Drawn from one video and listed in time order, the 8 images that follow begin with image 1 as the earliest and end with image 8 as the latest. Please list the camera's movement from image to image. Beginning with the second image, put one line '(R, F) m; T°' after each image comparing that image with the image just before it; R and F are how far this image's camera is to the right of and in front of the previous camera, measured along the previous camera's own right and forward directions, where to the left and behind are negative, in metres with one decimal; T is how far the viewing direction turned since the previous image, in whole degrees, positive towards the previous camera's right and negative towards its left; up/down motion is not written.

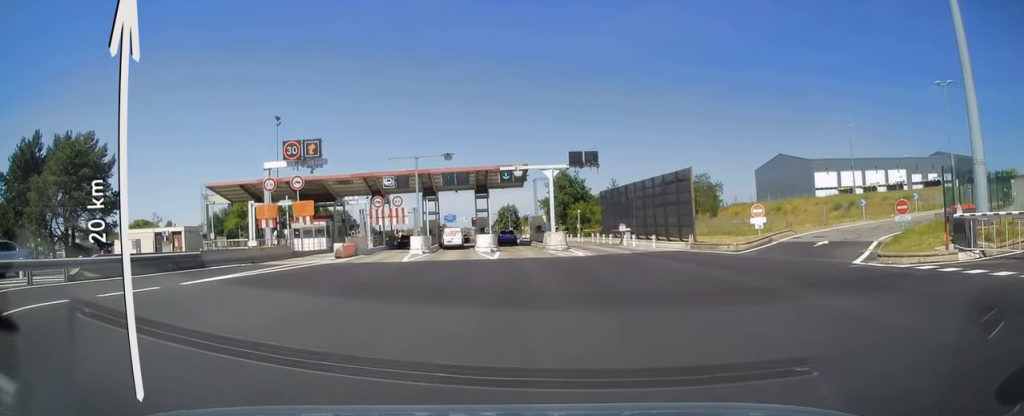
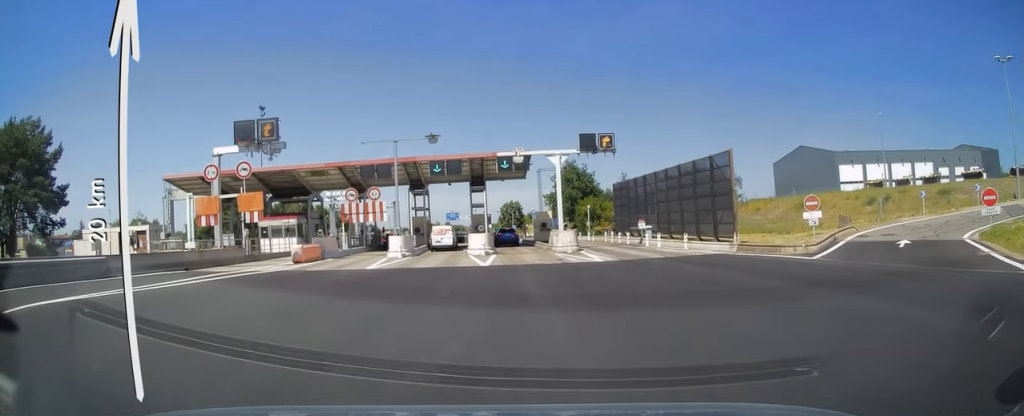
(0.0, +7.8) m; 0°
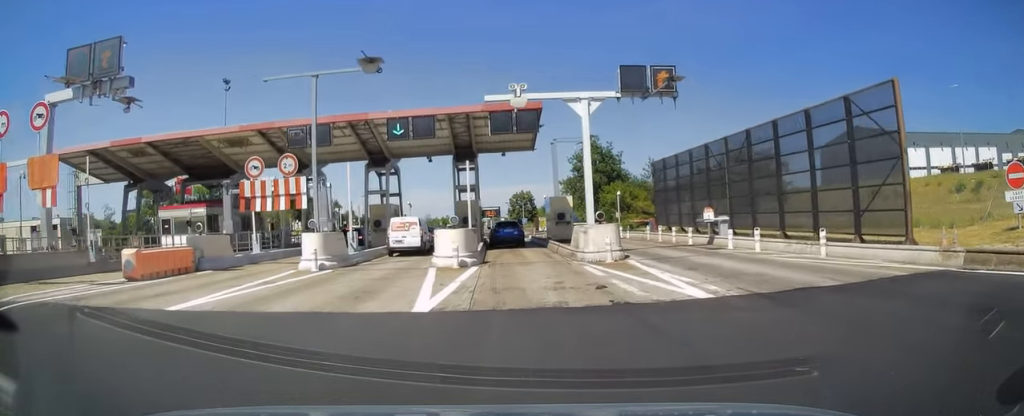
(-0.1, +15.7) m; 0°
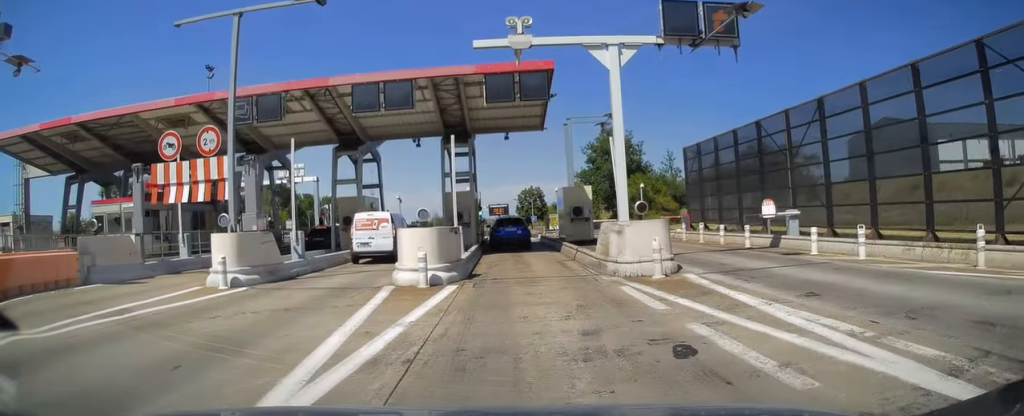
(0.0, +7.0) m; -1°
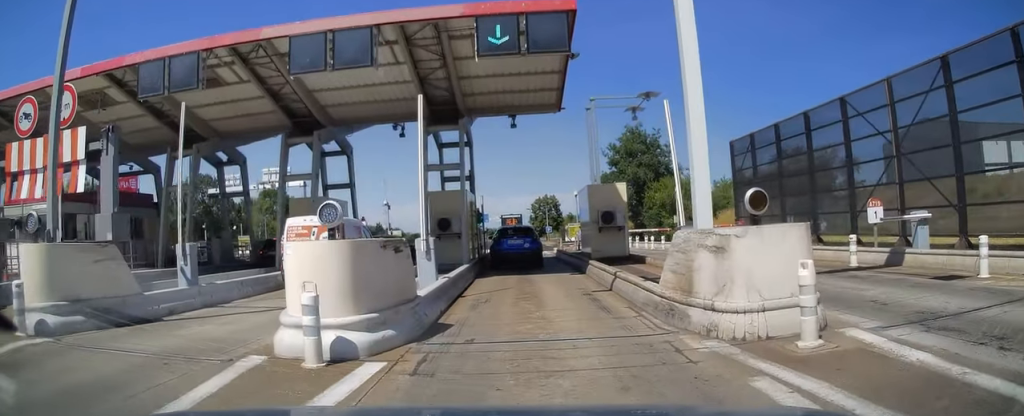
(-0.1, +7.5) m; -2°
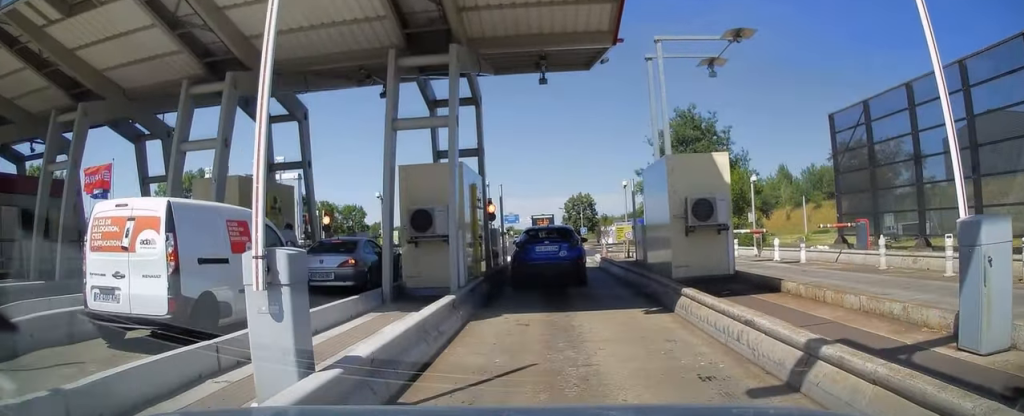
(-0.3, +8.3) m; -1°
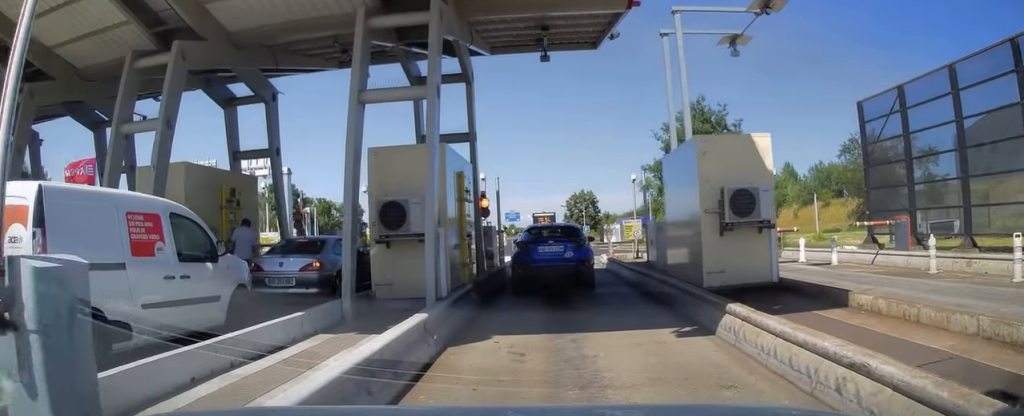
(+0.1, +1.9) m; +2°
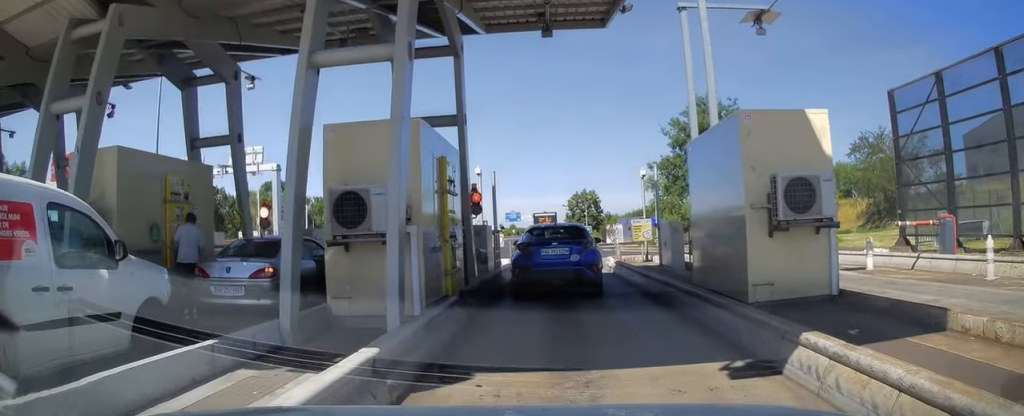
(0.0, +1.8) m; +2°
